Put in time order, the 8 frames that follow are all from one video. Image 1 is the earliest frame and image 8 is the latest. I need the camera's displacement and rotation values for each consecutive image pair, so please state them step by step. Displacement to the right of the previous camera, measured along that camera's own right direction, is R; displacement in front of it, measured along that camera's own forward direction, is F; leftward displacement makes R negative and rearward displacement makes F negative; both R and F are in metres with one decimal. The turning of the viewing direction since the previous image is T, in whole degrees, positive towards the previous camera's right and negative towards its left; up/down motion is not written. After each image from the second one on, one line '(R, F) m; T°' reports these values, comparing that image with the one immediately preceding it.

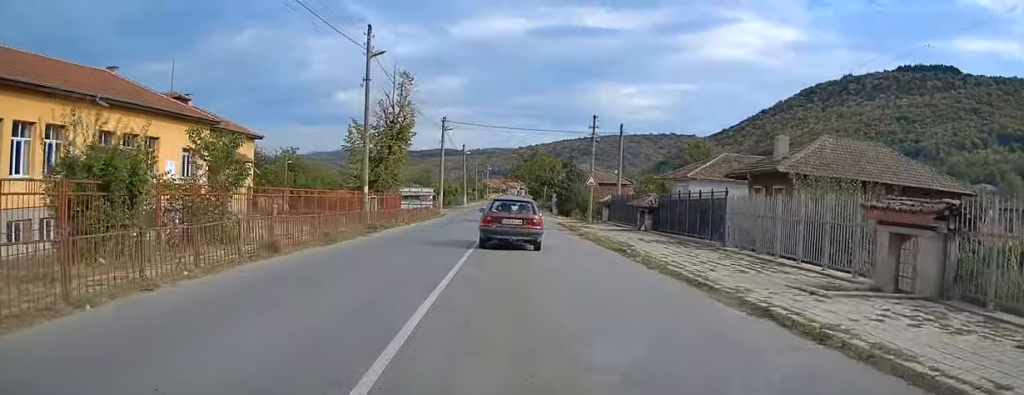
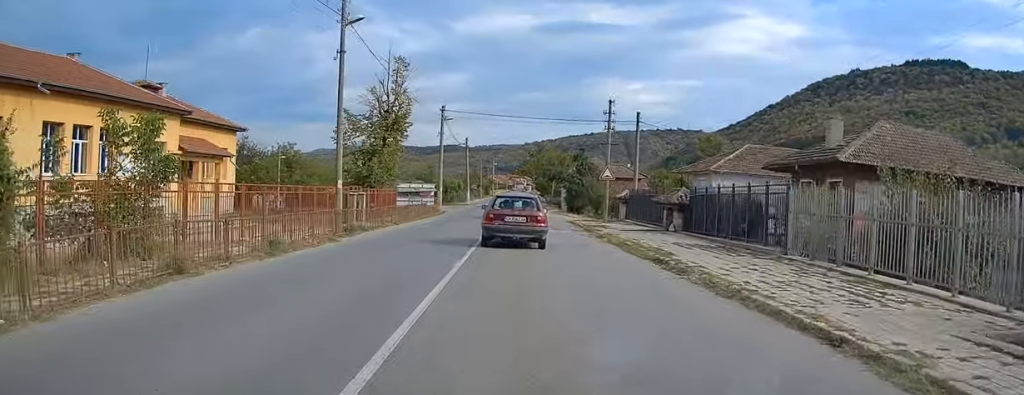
(+0.1, +4.8) m; +1°
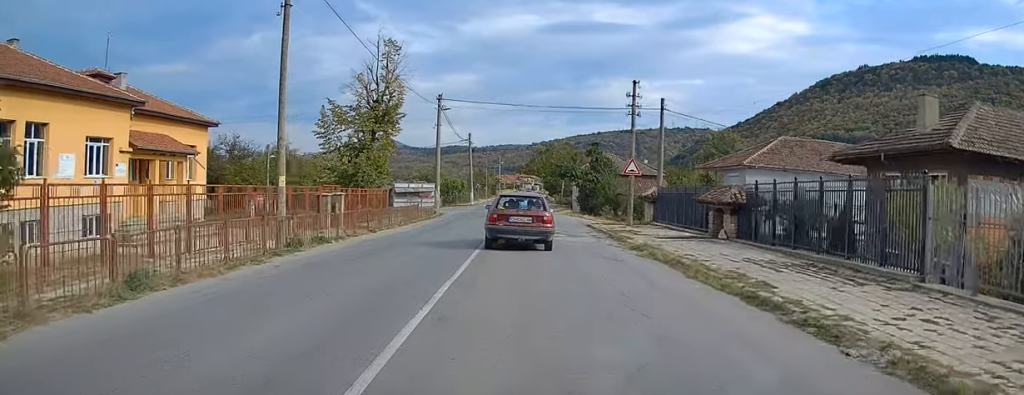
(+0.3, +6.1) m; 0°
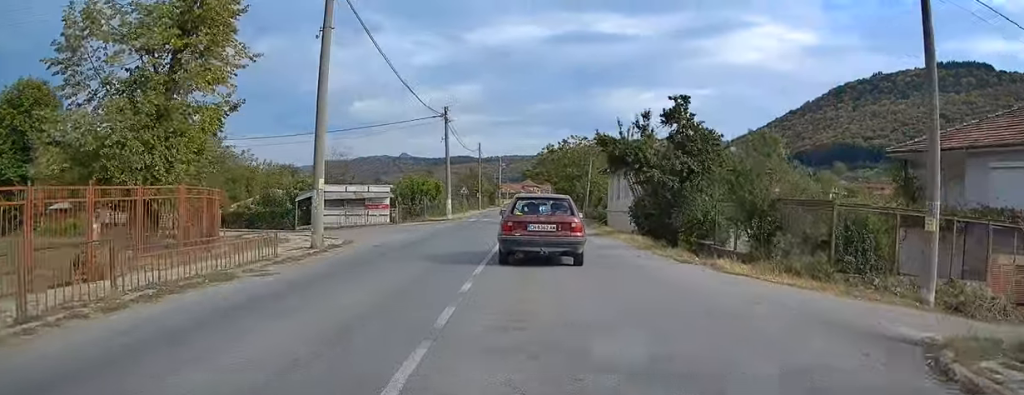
(-1.2, +27.6) m; -2°
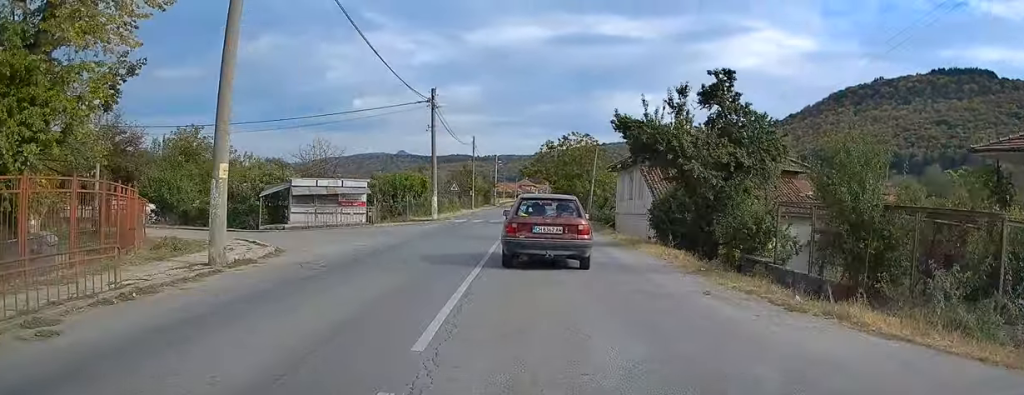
(0.0, +5.9) m; +1°
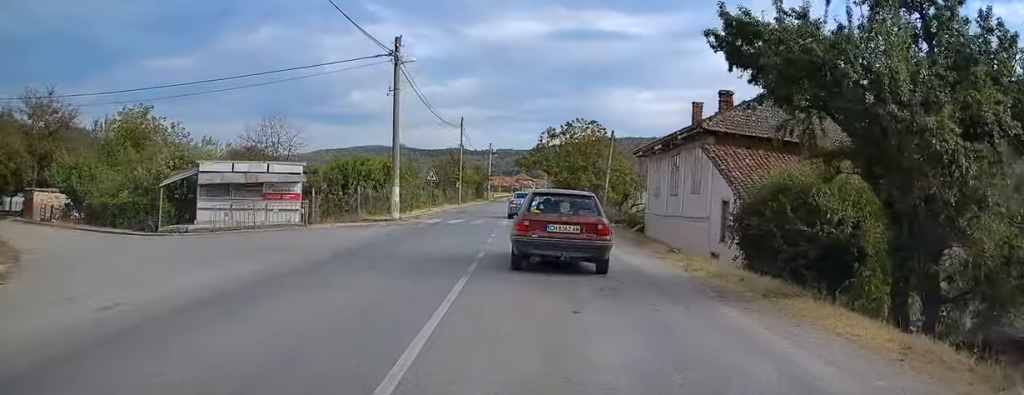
(+0.3, +11.5) m; 0°
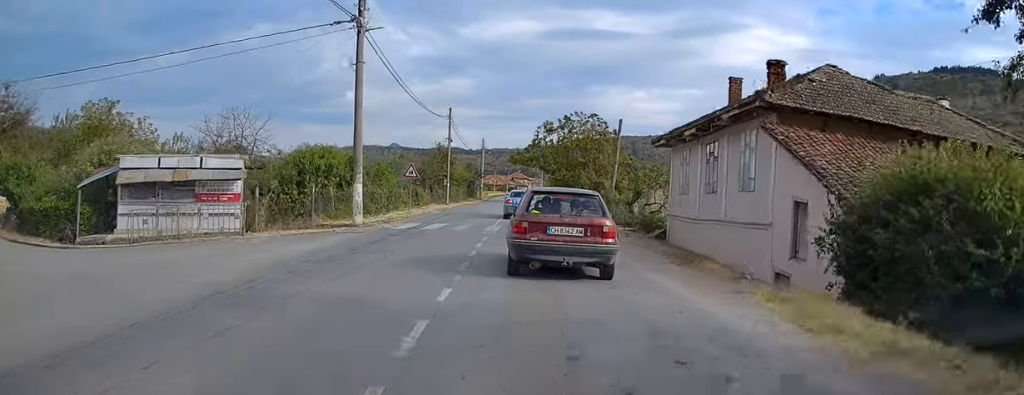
(0.0, +5.8) m; -1°
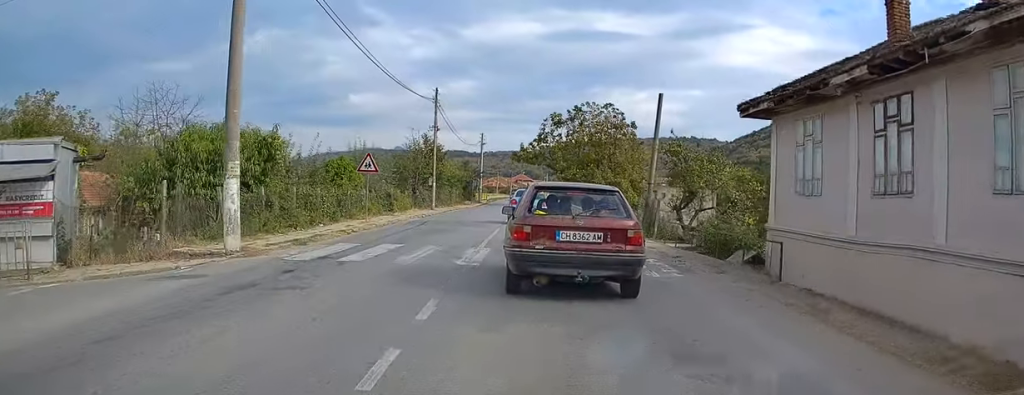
(-0.2, +10.2) m; 0°
